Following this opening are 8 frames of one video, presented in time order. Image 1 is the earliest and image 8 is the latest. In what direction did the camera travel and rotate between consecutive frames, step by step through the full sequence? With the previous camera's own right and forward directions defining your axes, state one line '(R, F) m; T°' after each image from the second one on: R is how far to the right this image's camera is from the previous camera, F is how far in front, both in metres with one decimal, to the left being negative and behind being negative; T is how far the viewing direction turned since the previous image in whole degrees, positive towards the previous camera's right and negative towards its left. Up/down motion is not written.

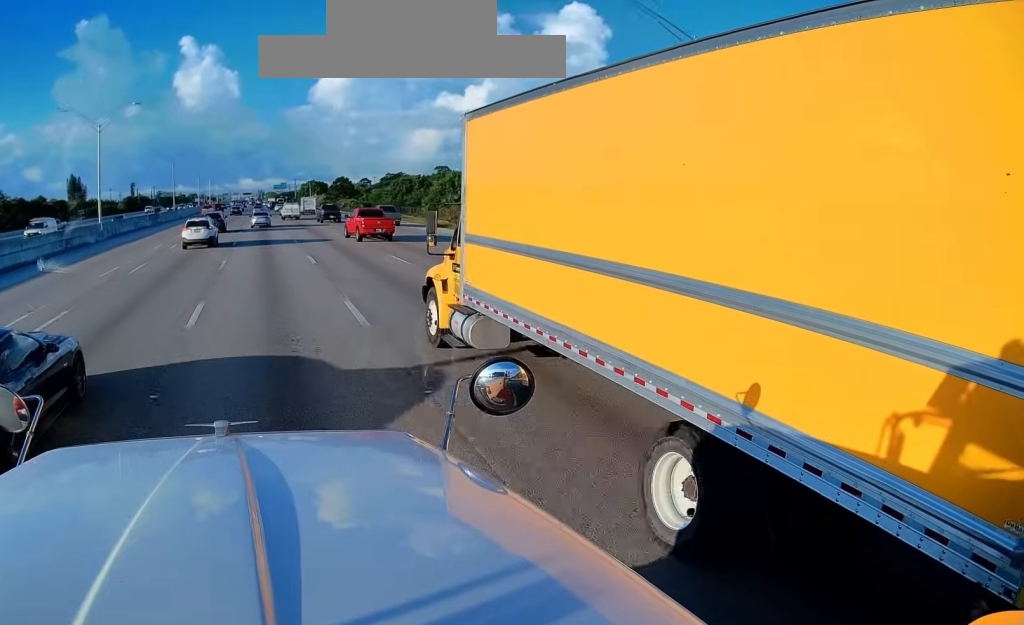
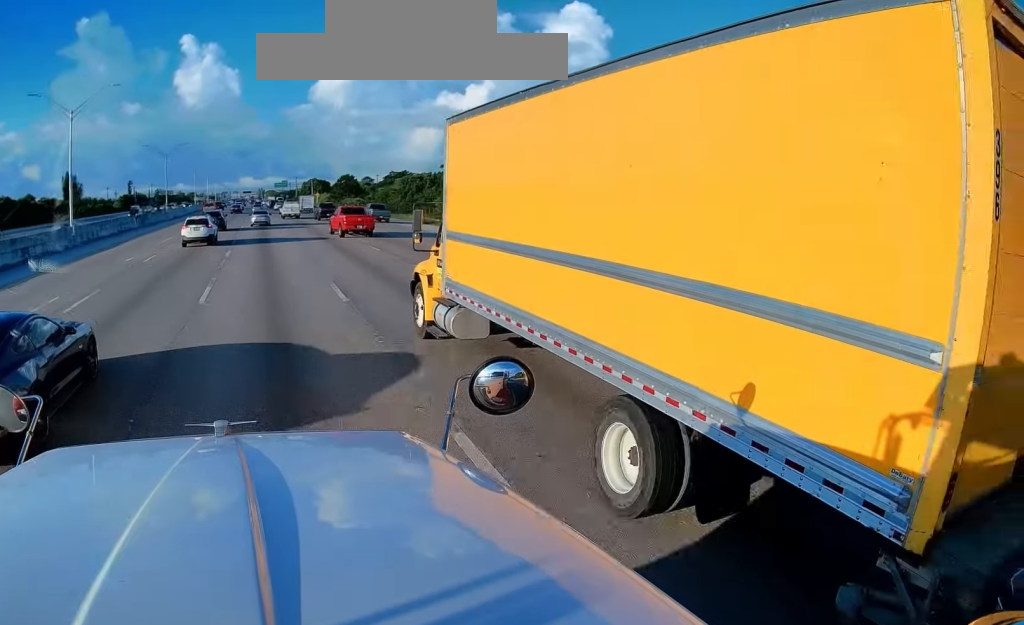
(0.0, +9.5) m; 0°
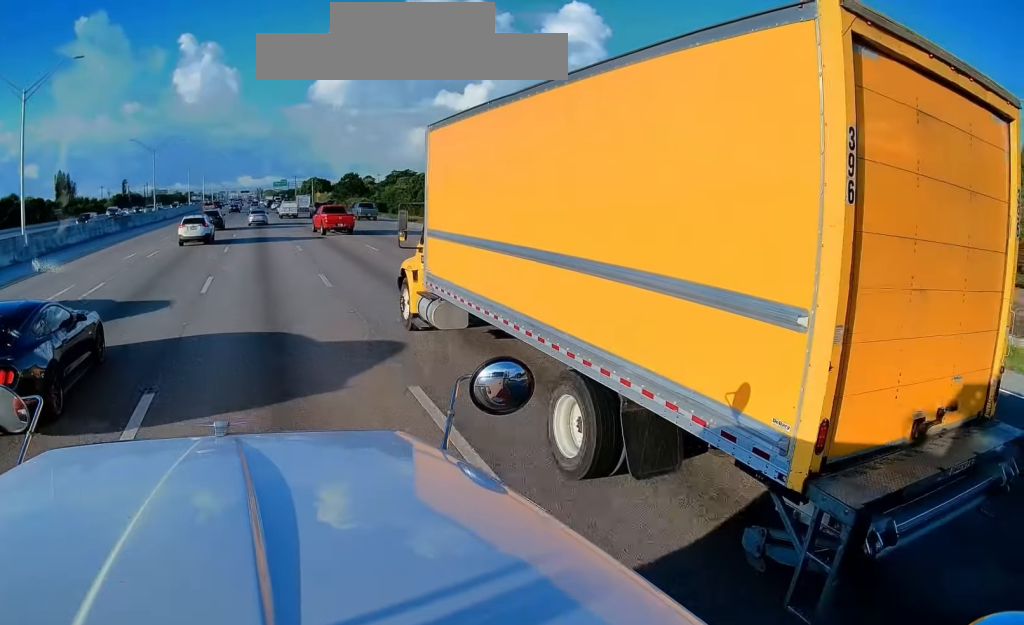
(0.0, +10.6) m; 0°
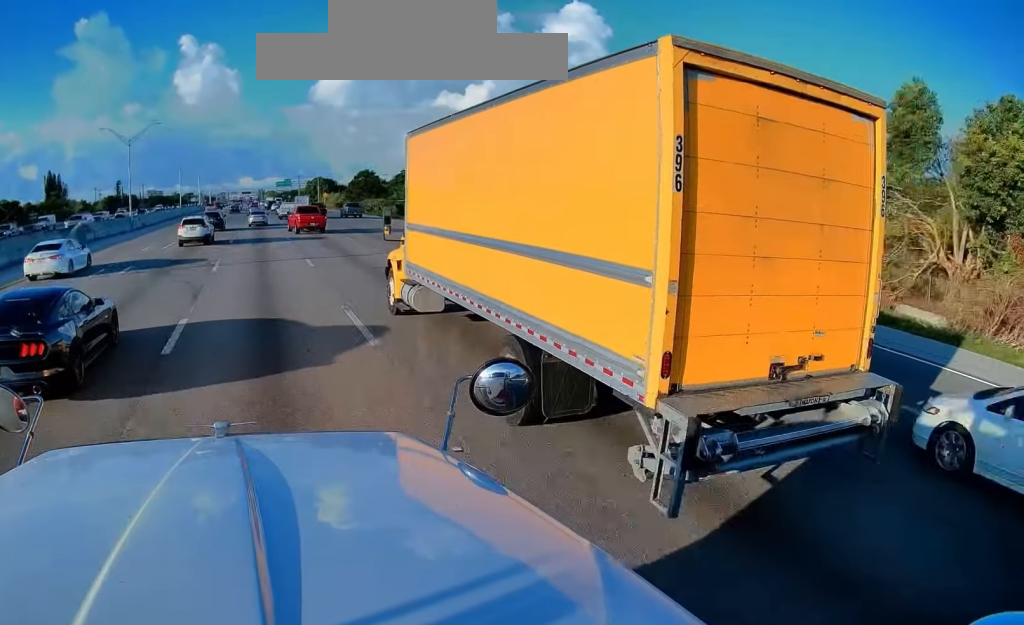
(0.0, +19.3) m; 0°
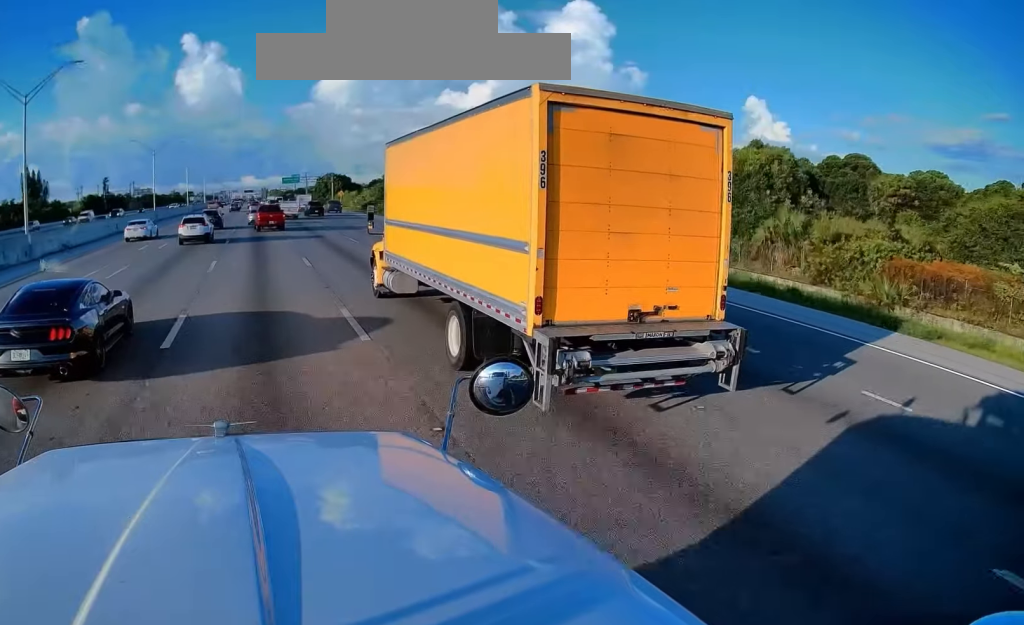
(+0.1, +35.2) m; 0°
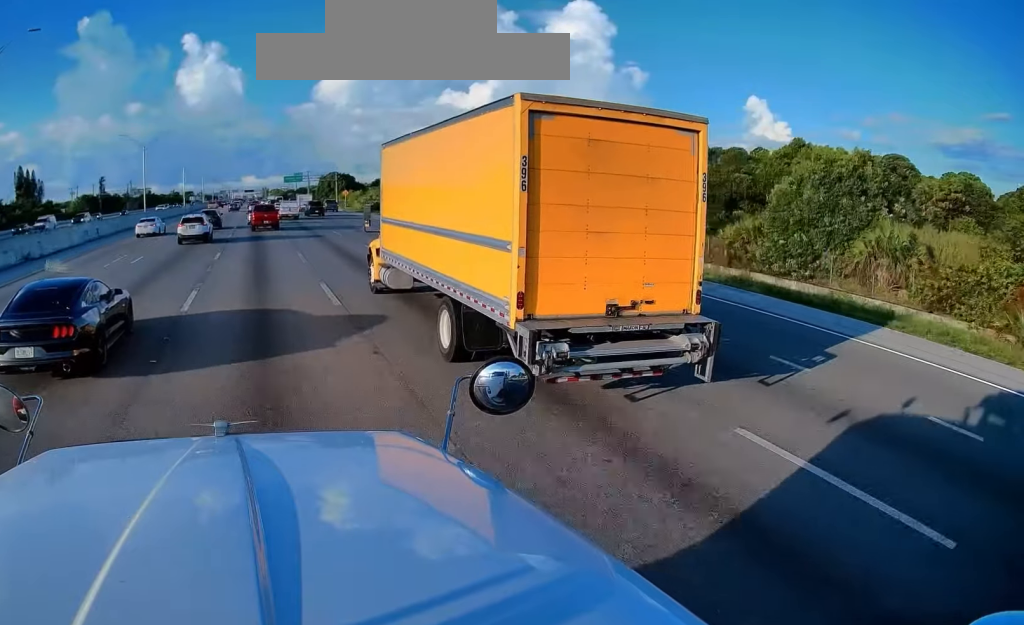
(0.0, +8.6) m; -1°
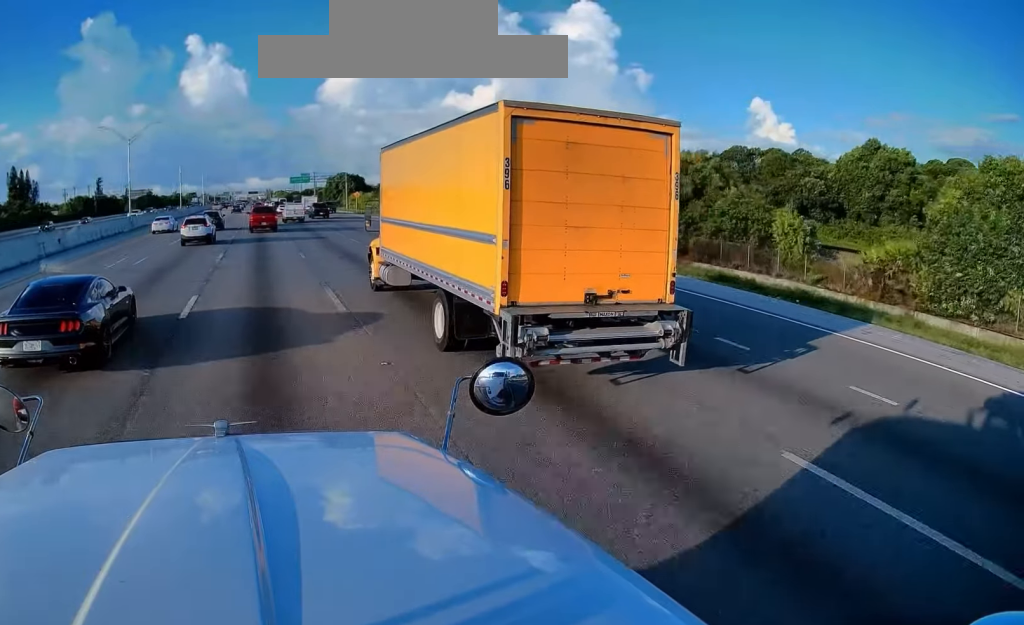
(-0.2, +12.9) m; 0°
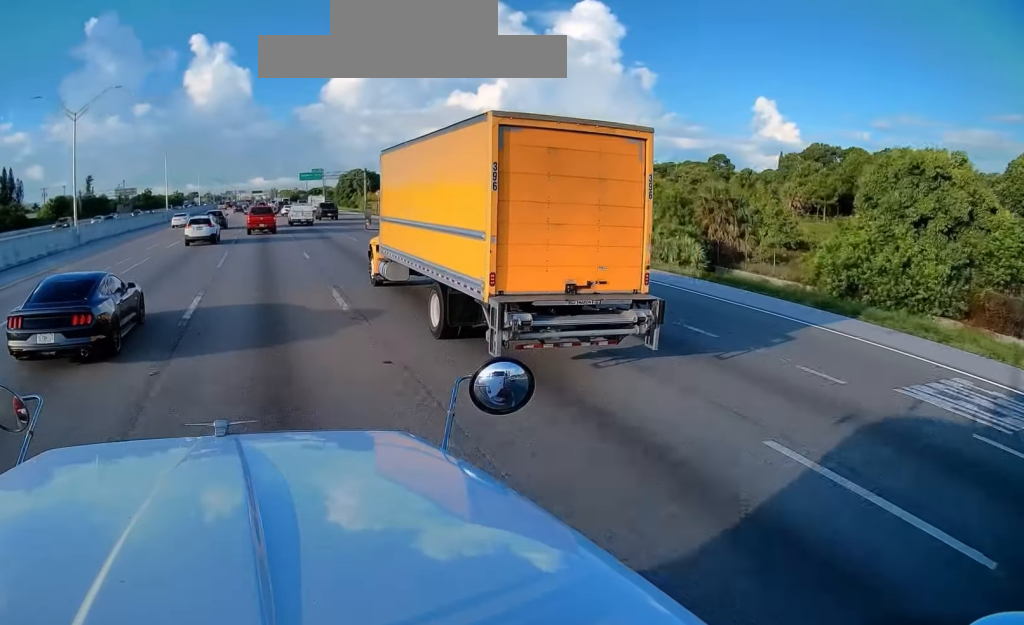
(+0.3, +24.3) m; +1°
